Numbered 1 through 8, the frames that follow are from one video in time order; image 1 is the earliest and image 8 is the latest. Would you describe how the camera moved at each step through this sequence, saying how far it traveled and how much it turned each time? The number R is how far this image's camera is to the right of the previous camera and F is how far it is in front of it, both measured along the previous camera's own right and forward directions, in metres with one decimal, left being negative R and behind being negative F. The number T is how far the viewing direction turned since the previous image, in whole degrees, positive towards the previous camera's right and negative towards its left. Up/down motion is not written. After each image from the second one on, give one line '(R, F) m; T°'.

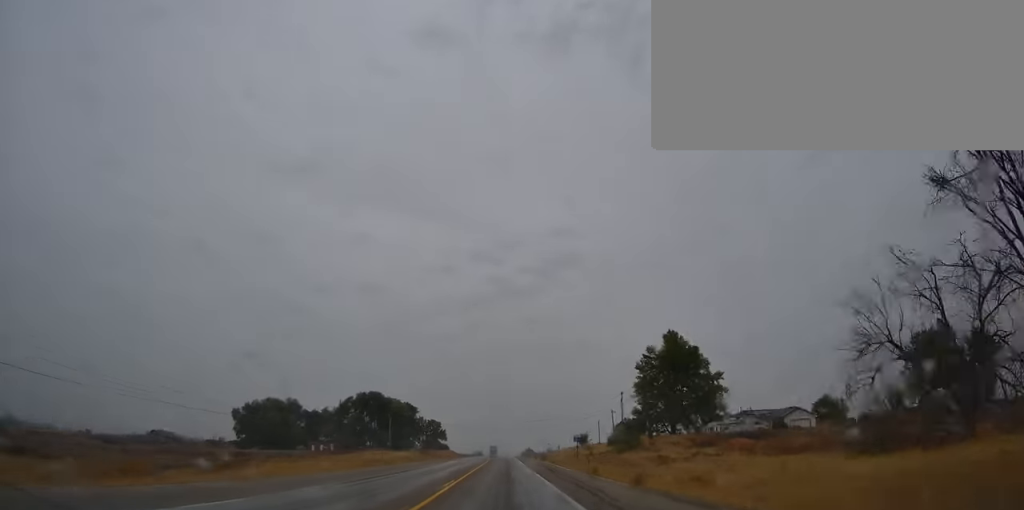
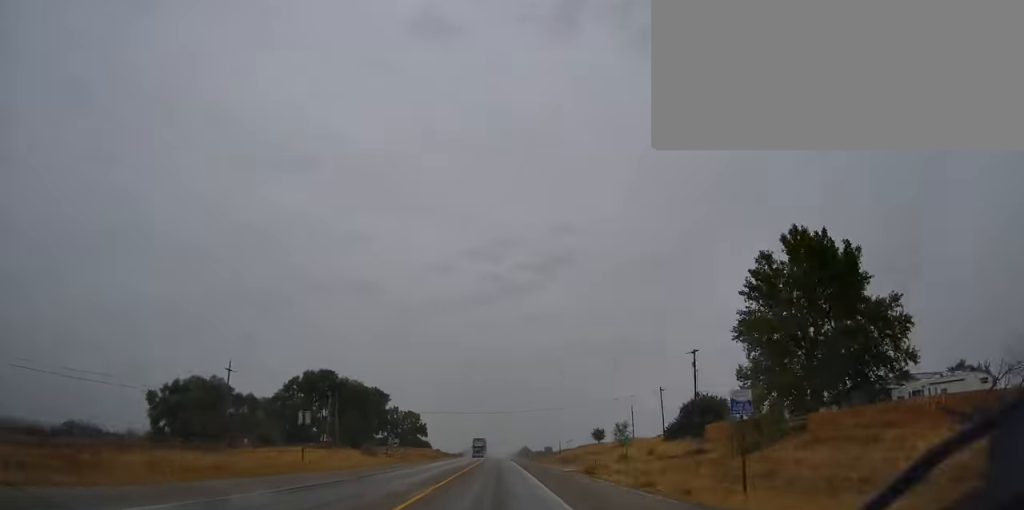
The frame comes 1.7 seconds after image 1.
(0.0, +50.9) m; 0°
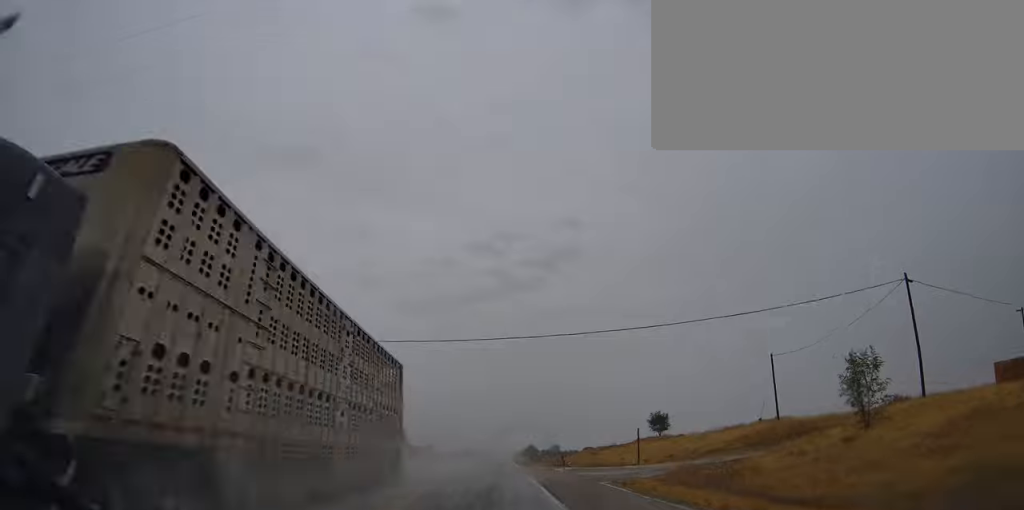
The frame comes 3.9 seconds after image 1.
(+0.4, +64.5) m; +1°
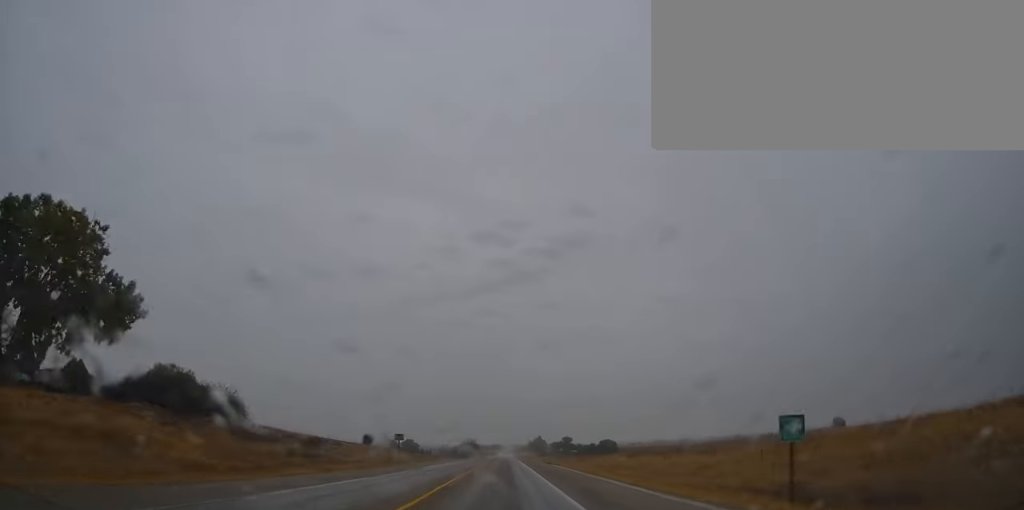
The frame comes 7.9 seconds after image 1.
(-1.4, +117.4) m; -2°
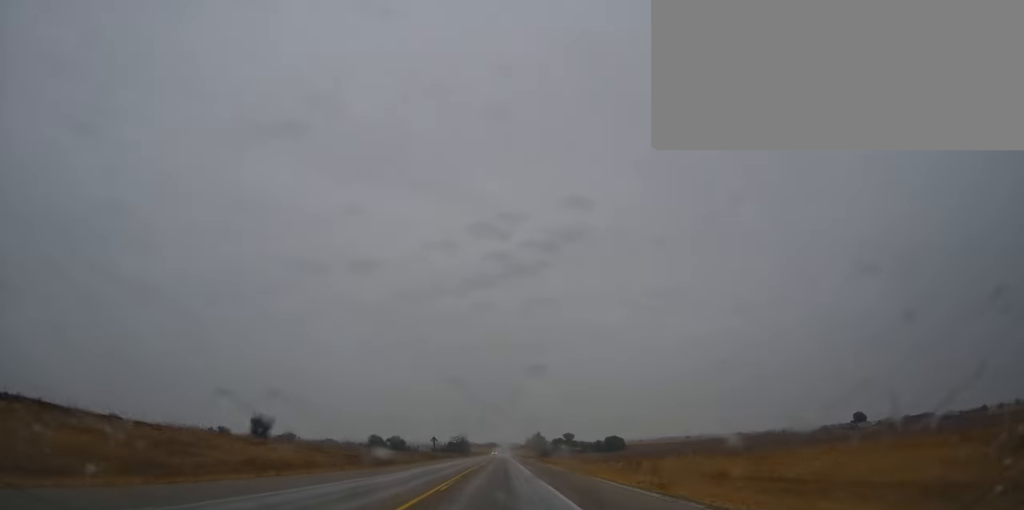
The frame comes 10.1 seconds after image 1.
(0.0, +64.6) m; 0°
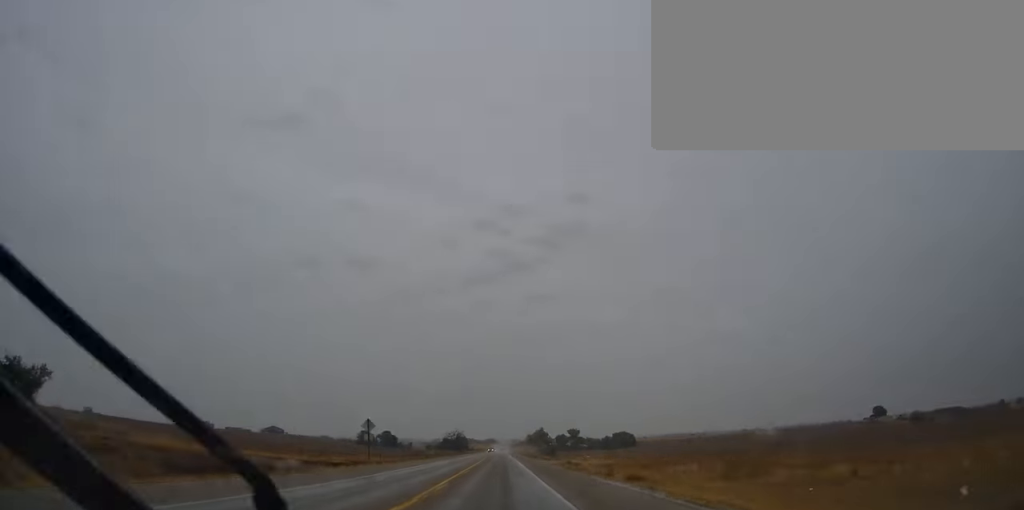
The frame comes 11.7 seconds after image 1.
(+0.3, +46.9) m; 0°
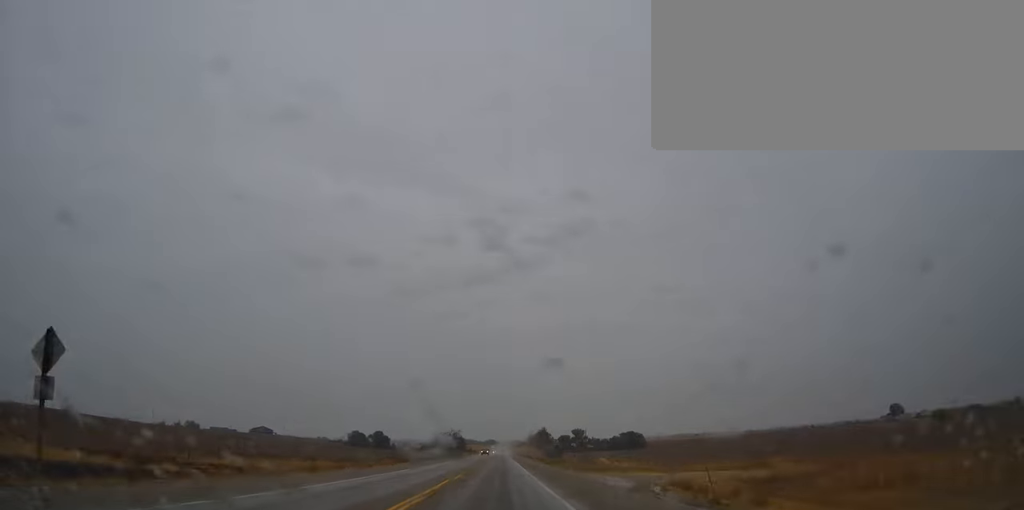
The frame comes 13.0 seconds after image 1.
(0.0, +37.1) m; 0°
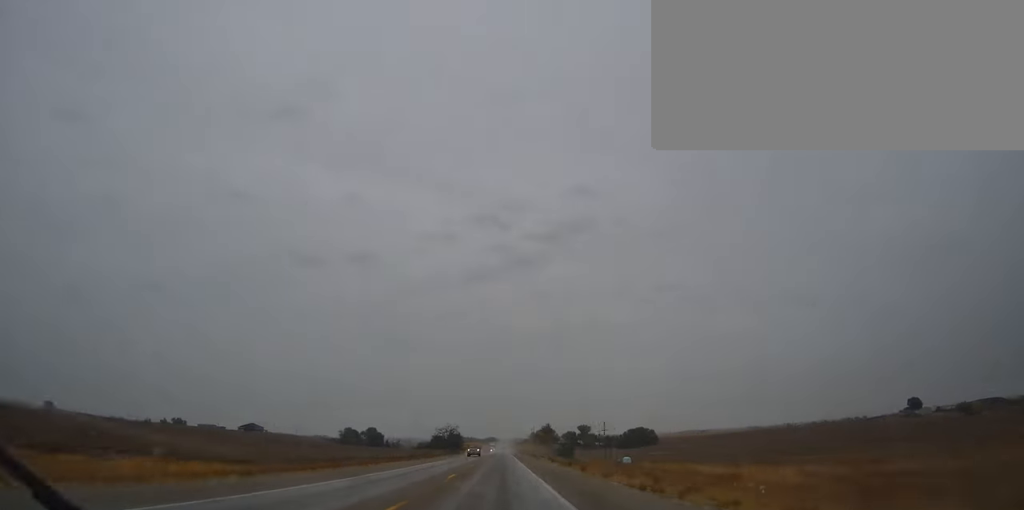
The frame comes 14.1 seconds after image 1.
(0.0, +33.0) m; 0°
